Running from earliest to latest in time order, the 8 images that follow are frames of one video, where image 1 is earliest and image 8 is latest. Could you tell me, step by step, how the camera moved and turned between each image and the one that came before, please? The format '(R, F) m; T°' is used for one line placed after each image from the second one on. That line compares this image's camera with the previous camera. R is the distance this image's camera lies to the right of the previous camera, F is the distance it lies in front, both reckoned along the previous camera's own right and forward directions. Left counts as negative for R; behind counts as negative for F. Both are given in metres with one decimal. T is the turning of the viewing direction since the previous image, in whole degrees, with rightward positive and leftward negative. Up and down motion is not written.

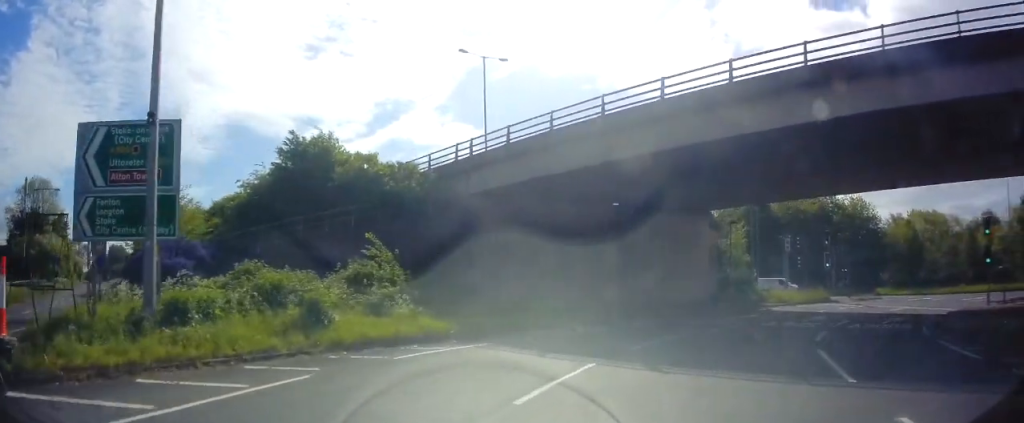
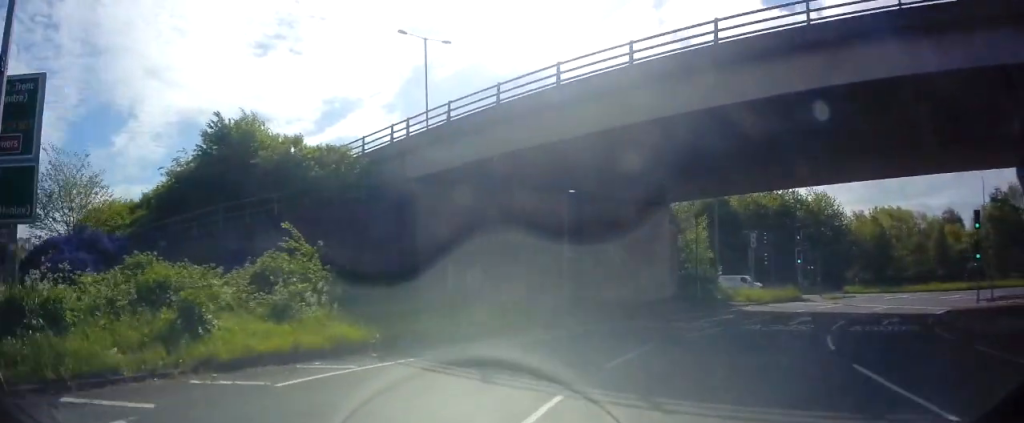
(+0.4, +3.1) m; +6°
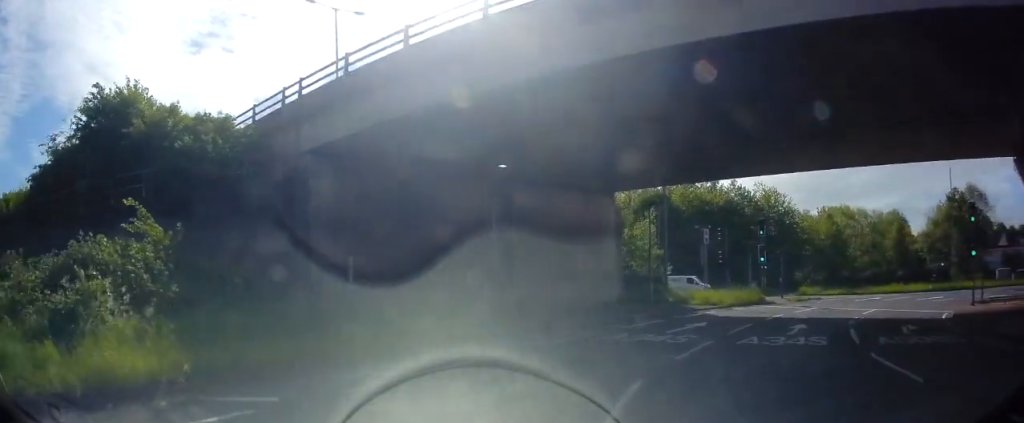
(+0.4, +4.8) m; +8°
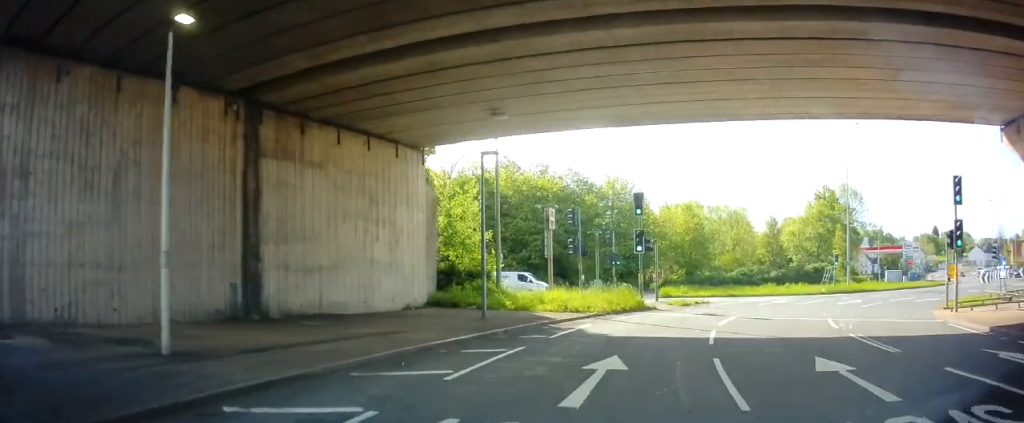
(+1.4, +10.5) m; +16°
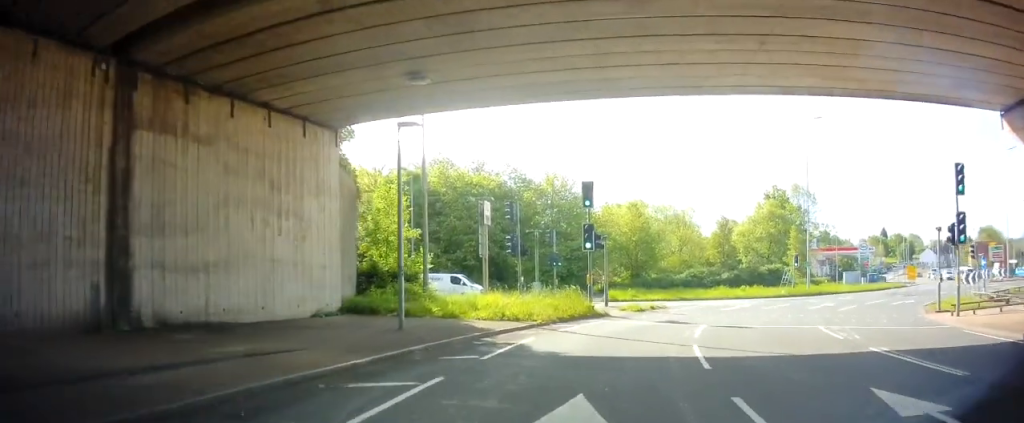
(+0.2, +3.5) m; +5°
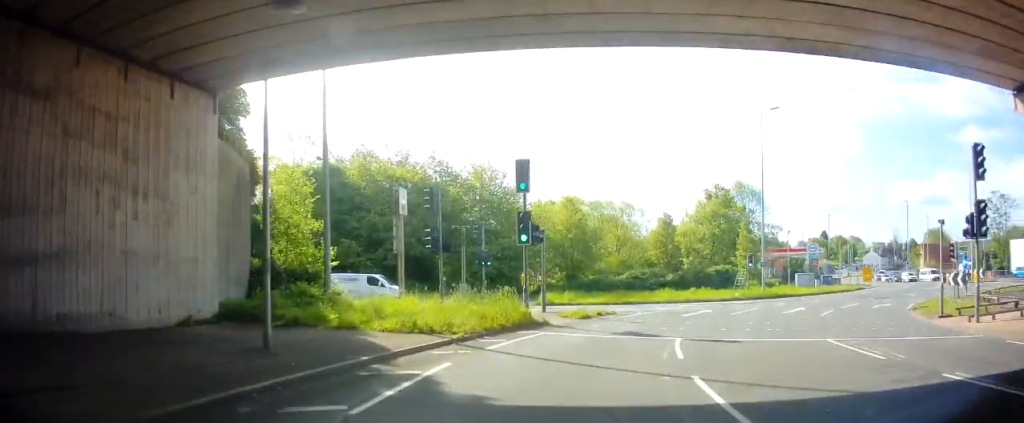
(+0.2, +4.3) m; +5°
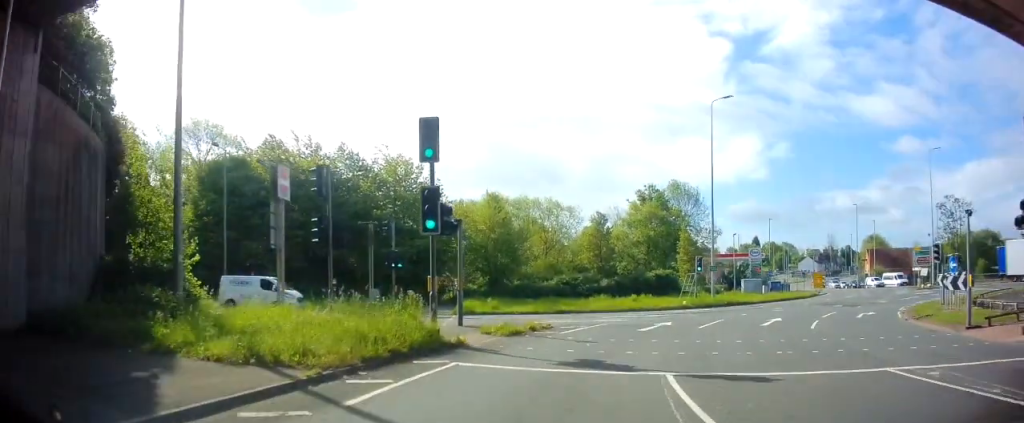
(+0.3, +4.9) m; +7°
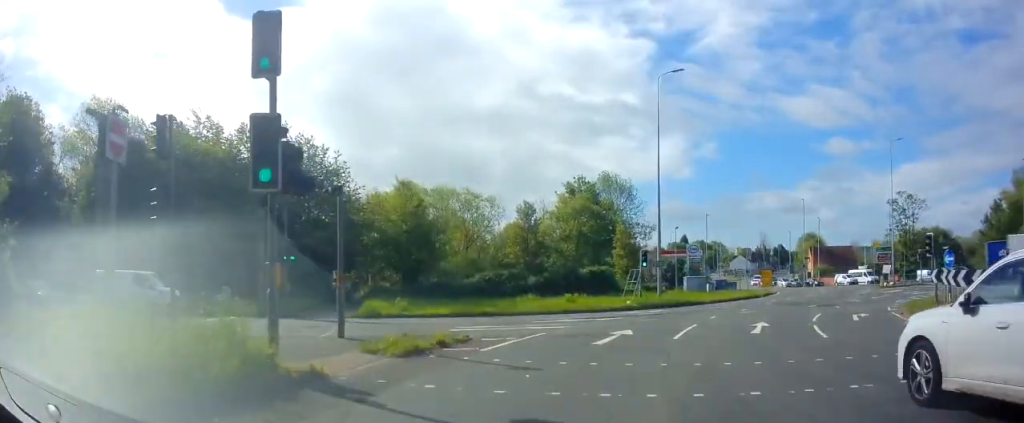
(+0.3, +4.3) m; +6°
